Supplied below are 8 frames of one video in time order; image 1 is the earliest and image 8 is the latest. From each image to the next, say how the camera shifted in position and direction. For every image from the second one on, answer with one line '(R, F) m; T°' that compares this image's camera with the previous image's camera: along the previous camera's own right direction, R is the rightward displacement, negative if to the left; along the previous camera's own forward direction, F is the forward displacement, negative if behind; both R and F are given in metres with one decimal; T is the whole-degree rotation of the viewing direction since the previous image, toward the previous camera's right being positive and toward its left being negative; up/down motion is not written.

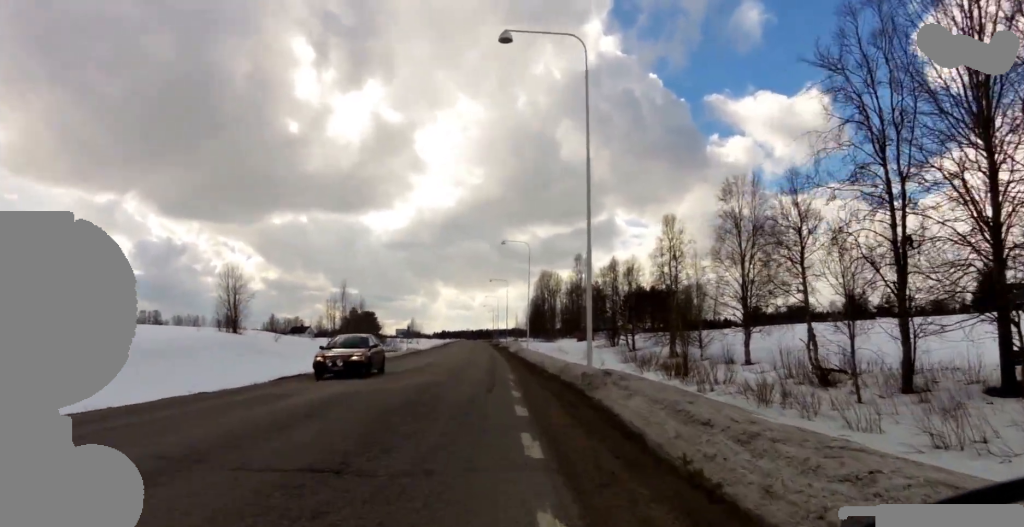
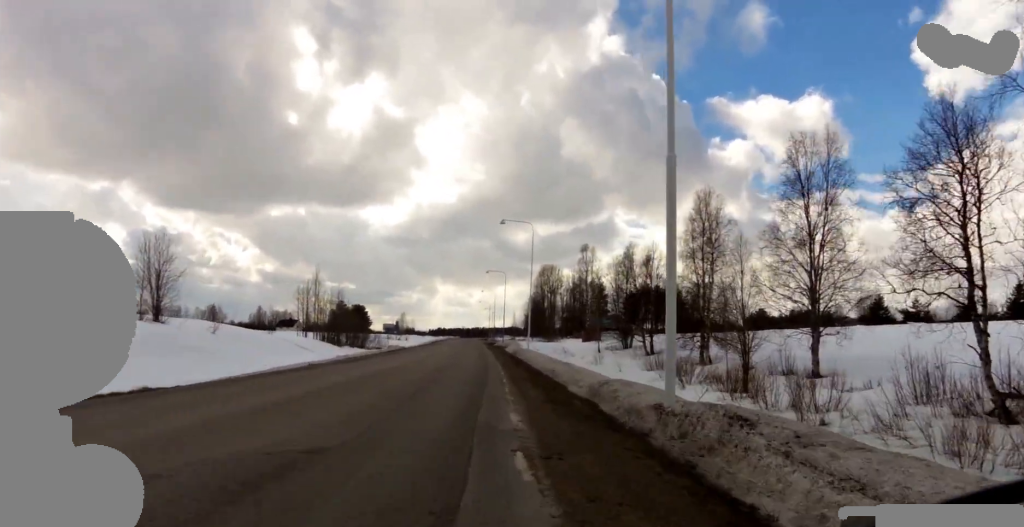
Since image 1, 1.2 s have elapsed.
(-0.2, +9.6) m; -1°
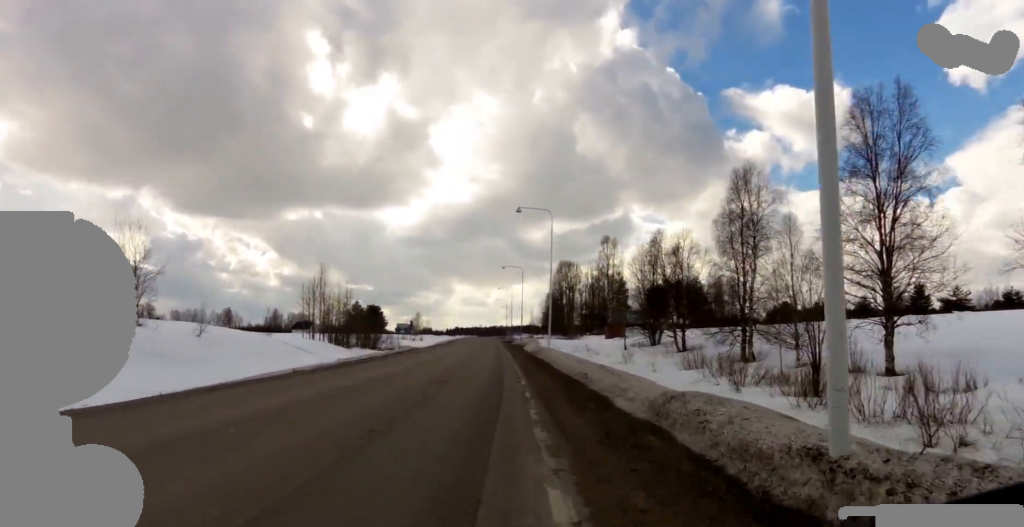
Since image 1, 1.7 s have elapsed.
(+0.3, +4.4) m; -1°
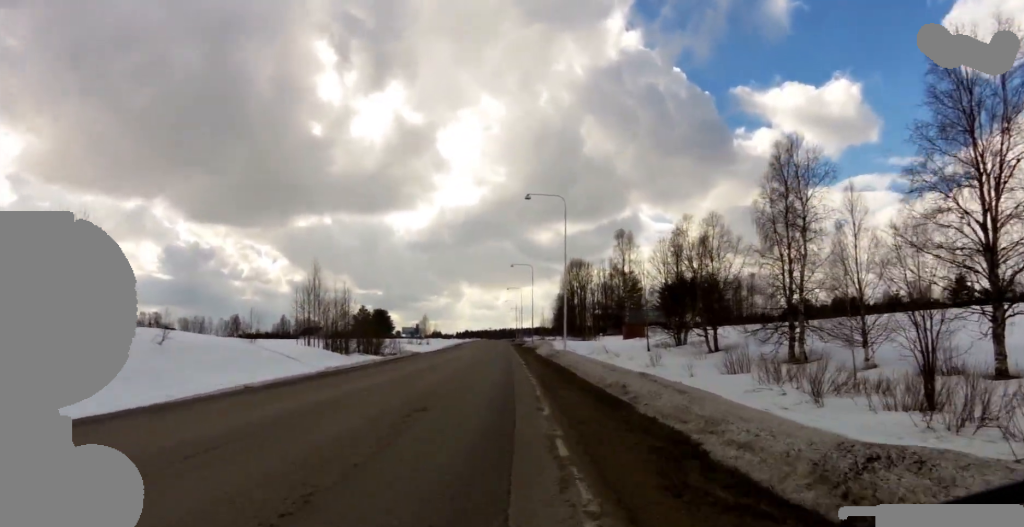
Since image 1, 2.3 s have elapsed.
(-0.3, +5.4) m; 0°
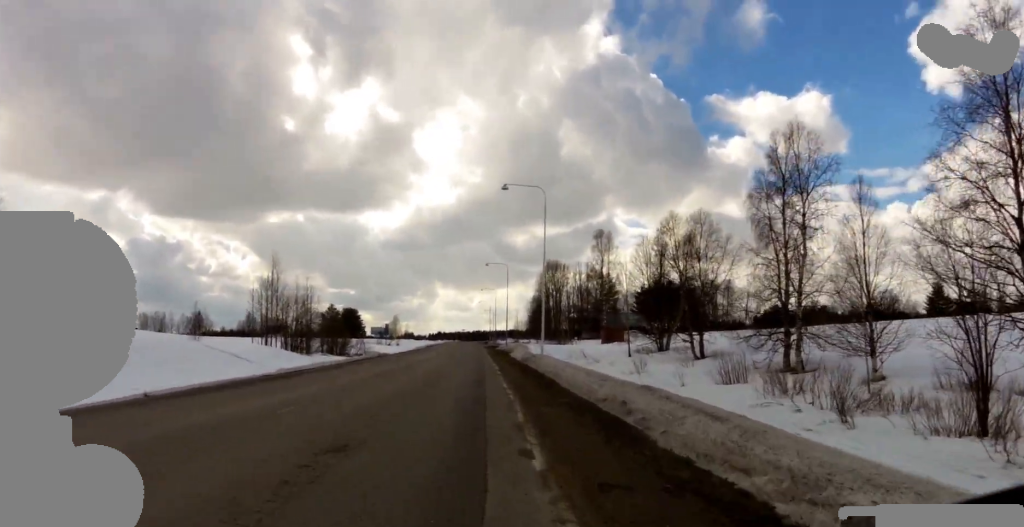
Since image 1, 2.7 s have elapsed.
(-0.3, +3.4) m; 0°
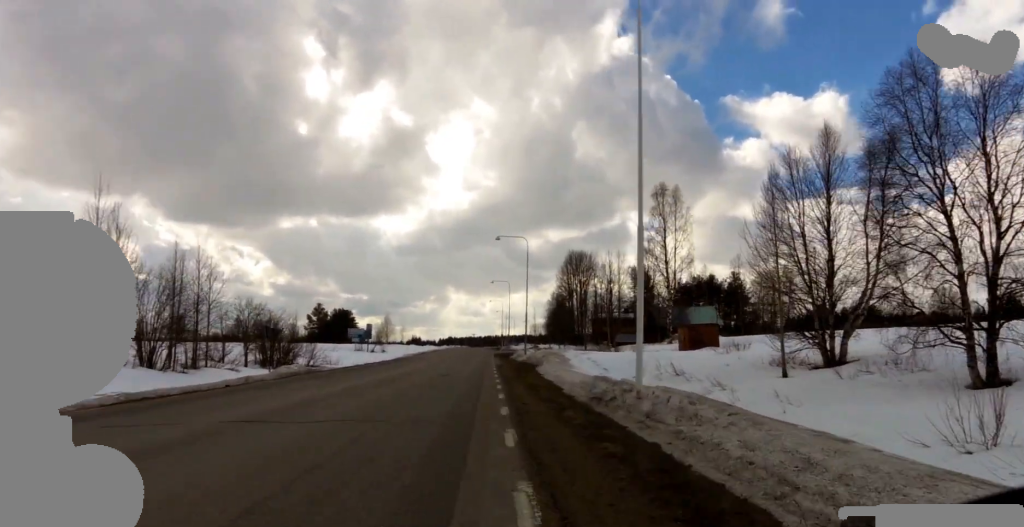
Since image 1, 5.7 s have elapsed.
(+0.8, +25.7) m; 0°
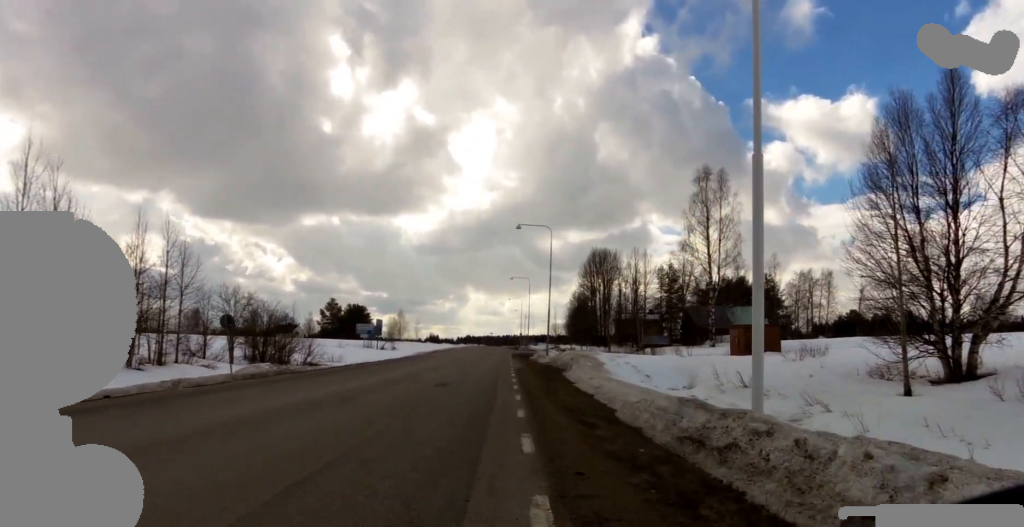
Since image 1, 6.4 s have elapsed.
(+0.4, +6.3) m; +3°
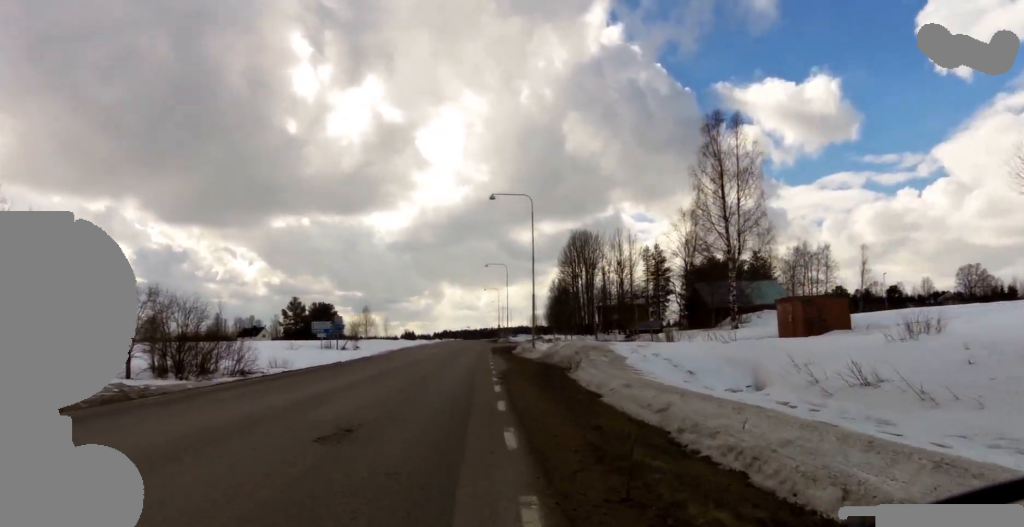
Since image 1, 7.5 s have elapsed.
(+0.3, +9.2) m; -1°
